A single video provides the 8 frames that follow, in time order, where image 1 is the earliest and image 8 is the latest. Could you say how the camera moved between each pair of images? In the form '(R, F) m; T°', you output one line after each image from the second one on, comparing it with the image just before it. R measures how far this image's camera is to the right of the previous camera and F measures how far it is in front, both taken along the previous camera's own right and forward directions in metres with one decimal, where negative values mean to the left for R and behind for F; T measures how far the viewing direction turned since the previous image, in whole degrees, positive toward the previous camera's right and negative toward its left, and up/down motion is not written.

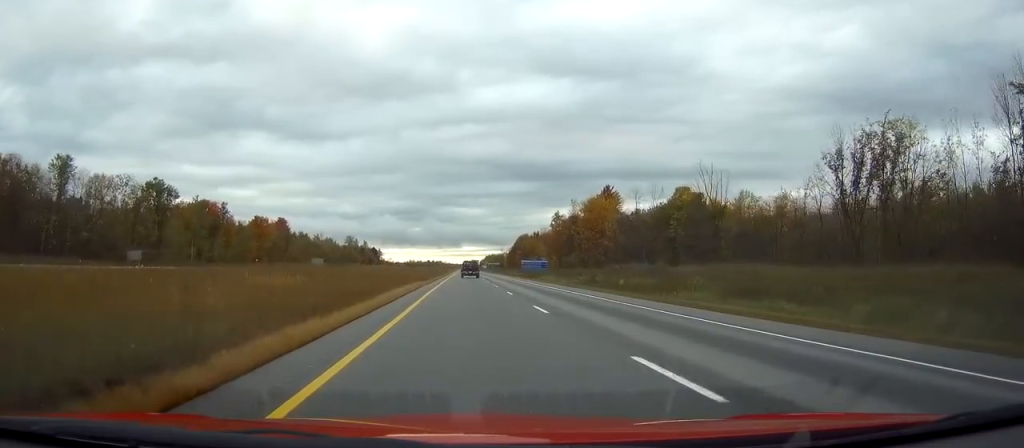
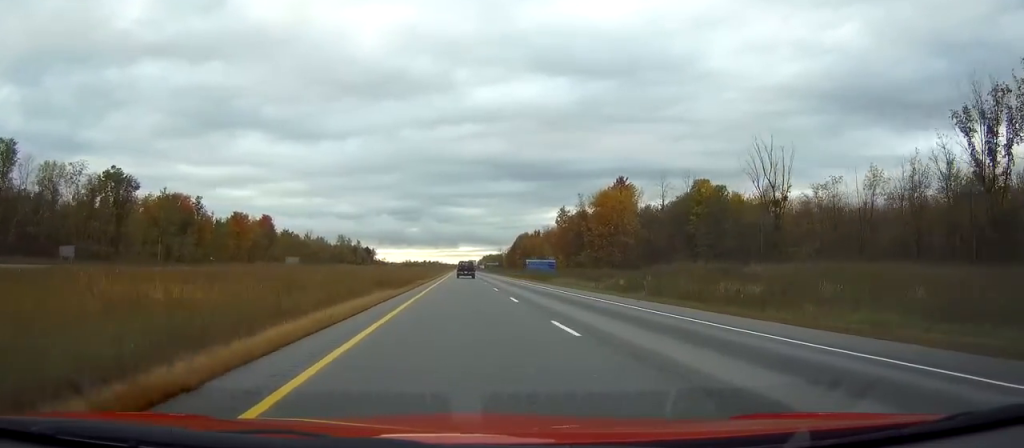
(+0.1, +17.7) m; 0°
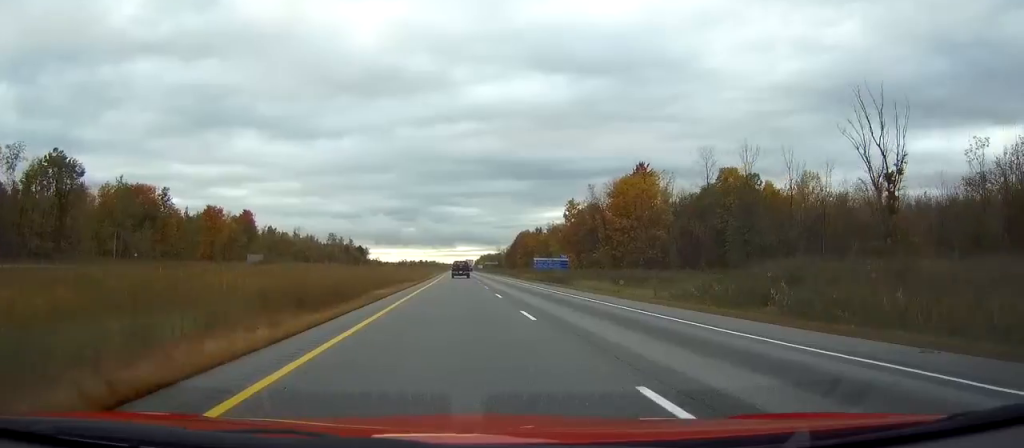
(0.0, +20.1) m; 0°
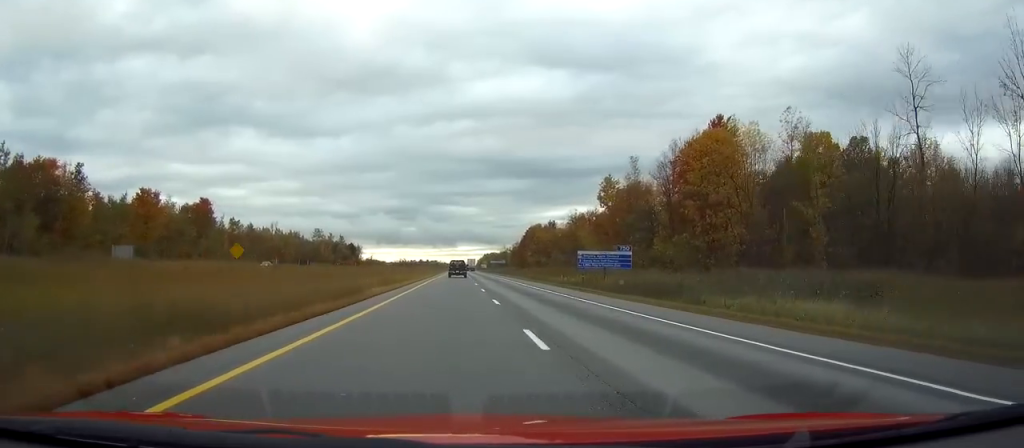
(0.0, +41.3) m; 0°
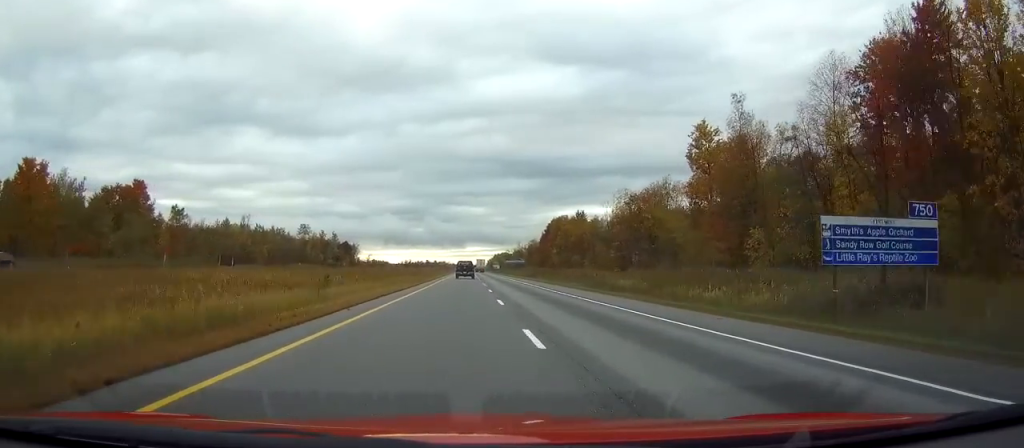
(-0.3, +47.3) m; -1°
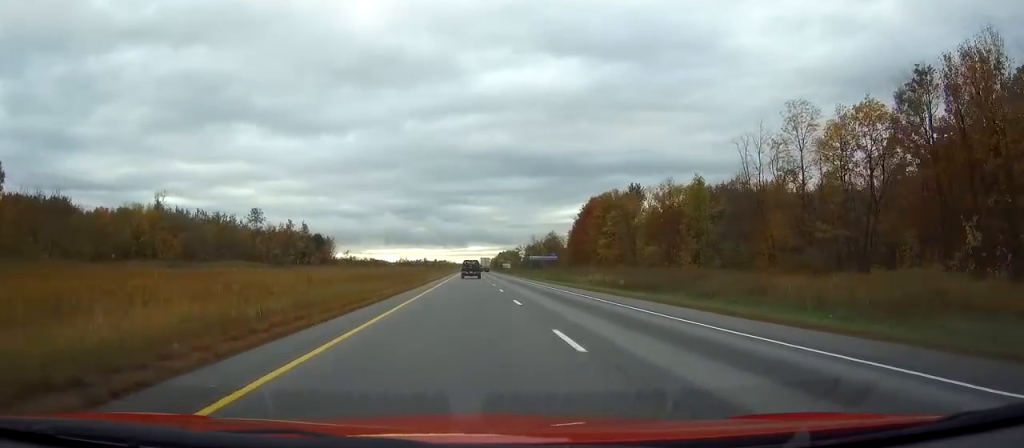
(-0.4, +71.2) m; 0°
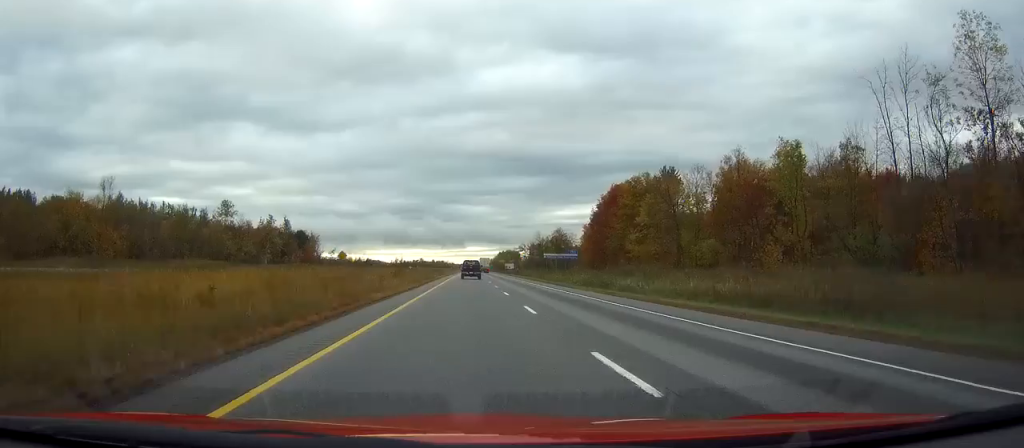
(0.0, +27.3) m; 0°
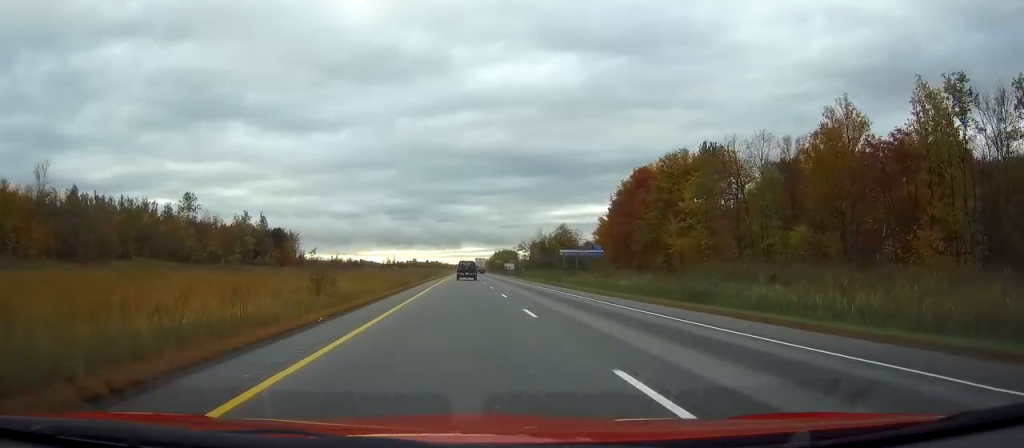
(+0.2, +25.0) m; 0°
